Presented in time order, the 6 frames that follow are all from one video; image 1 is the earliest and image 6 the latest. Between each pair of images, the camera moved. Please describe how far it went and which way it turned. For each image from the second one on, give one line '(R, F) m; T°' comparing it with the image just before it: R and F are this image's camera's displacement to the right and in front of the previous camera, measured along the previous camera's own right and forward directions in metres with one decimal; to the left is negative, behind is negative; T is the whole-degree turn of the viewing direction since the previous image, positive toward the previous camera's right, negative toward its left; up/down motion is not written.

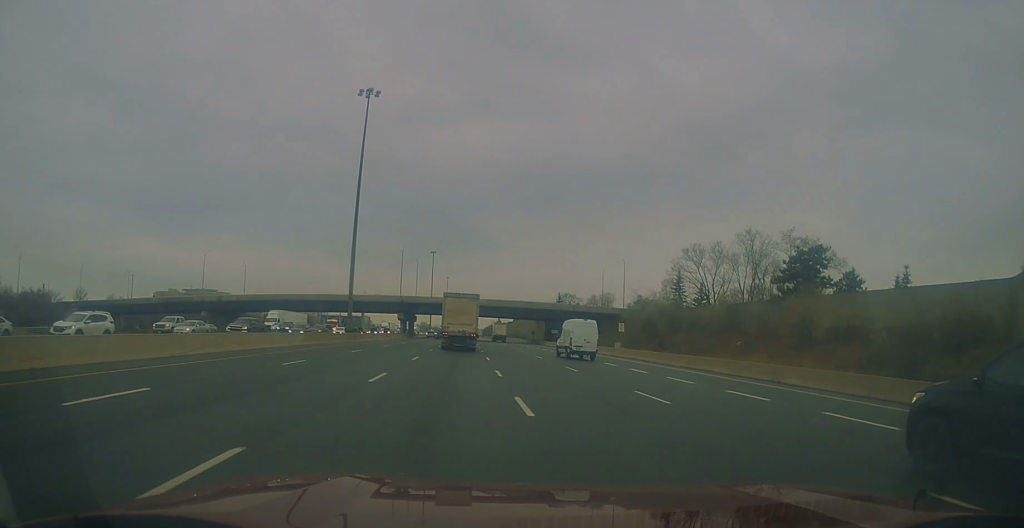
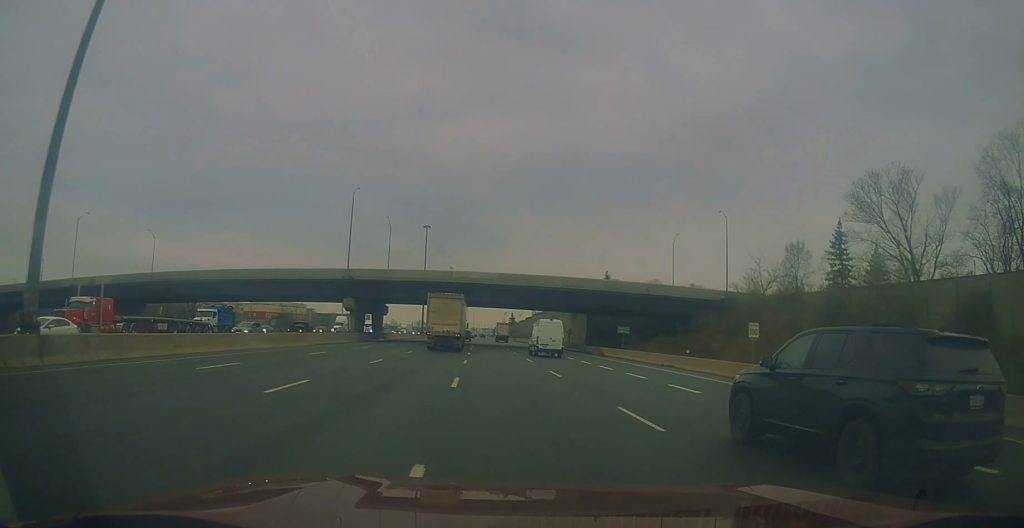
(+0.5, +55.2) m; +1°
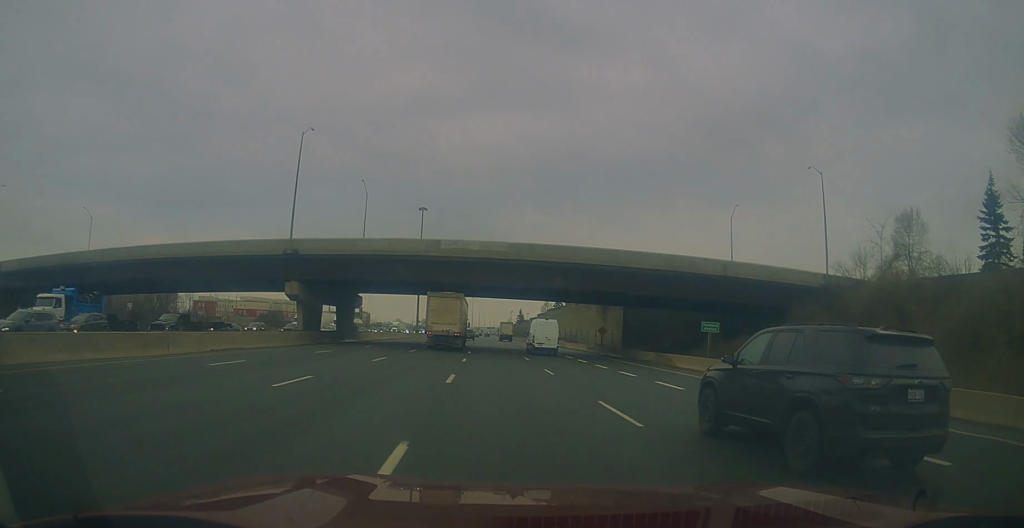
(-0.5, +25.8) m; -1°
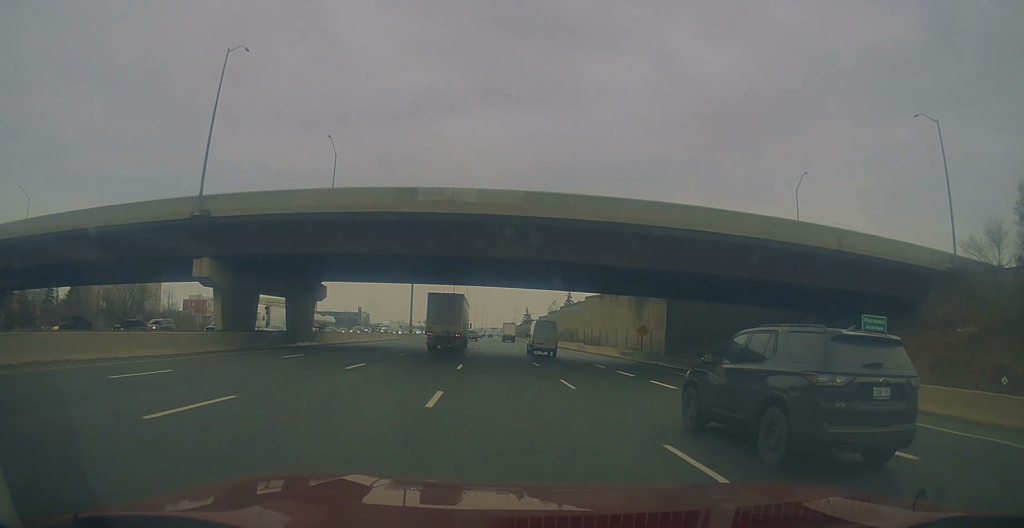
(-0.1, +17.2) m; 0°
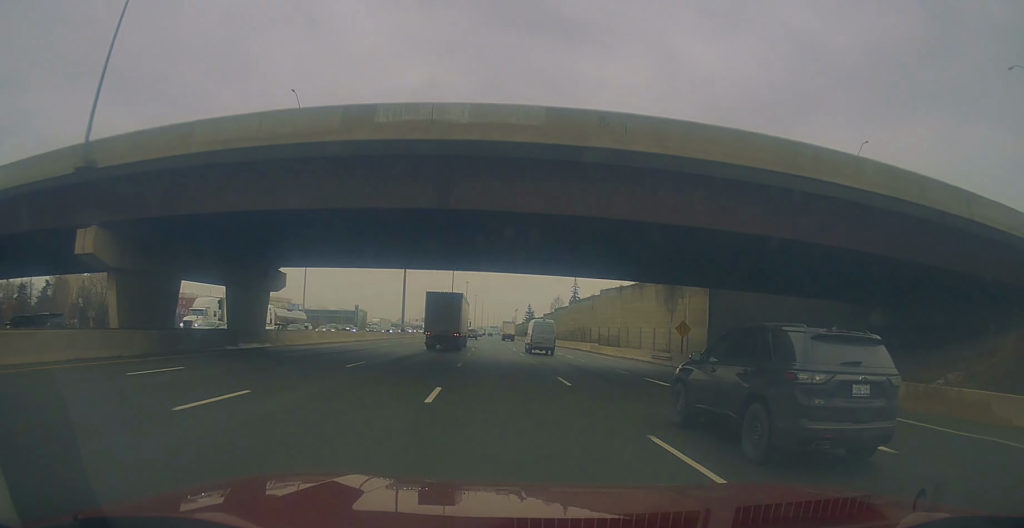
(0.0, +10.7) m; 0°
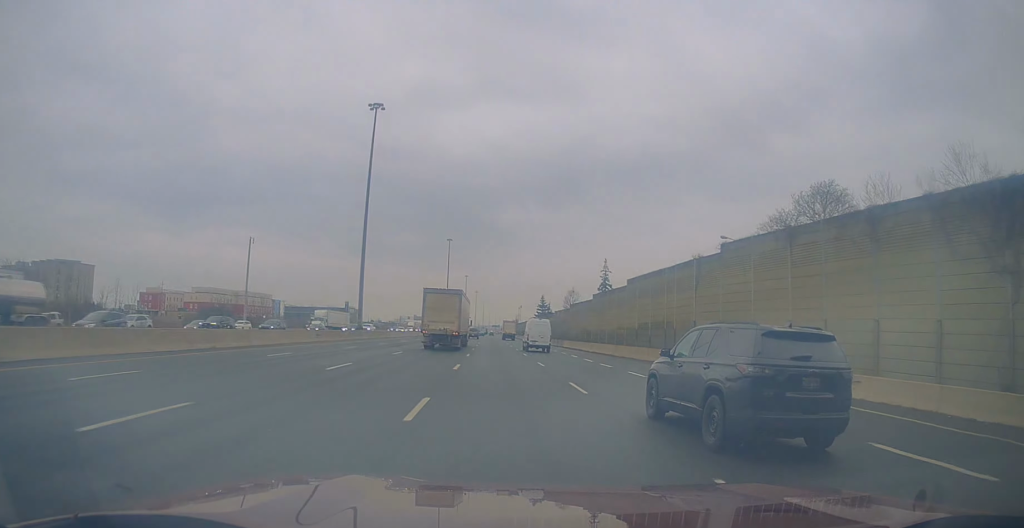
(-0.1, +36.1) m; 0°
